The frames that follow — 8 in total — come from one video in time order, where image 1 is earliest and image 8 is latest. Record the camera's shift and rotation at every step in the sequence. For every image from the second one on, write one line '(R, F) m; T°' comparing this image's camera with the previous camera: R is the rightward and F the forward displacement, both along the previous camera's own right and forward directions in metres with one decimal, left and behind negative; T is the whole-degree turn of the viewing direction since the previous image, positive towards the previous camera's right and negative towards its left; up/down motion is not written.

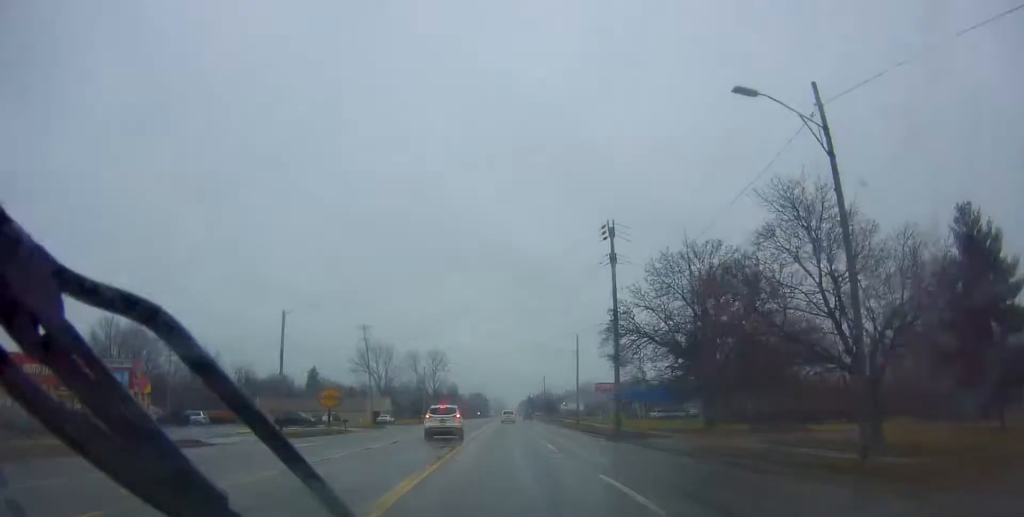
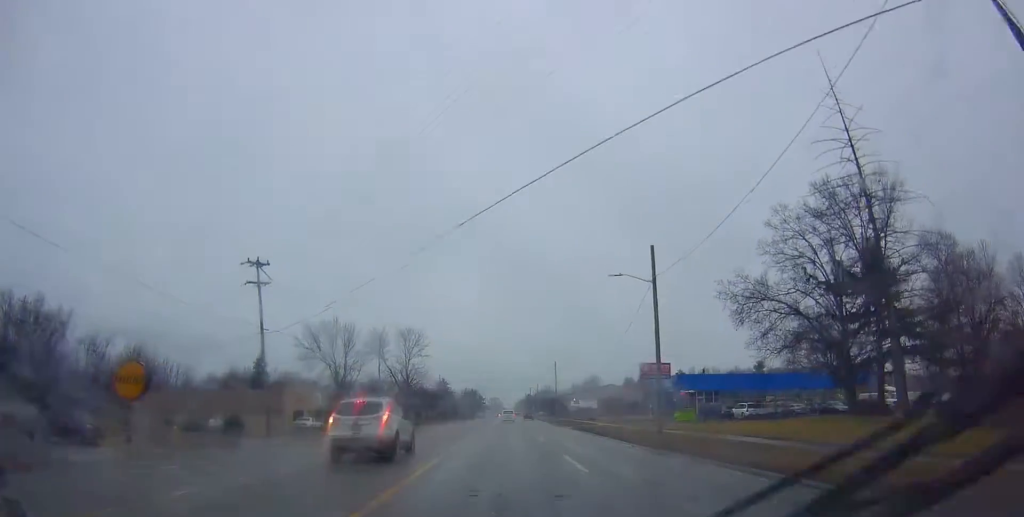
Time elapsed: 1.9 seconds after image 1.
(+0.9, +39.0) m; +3°
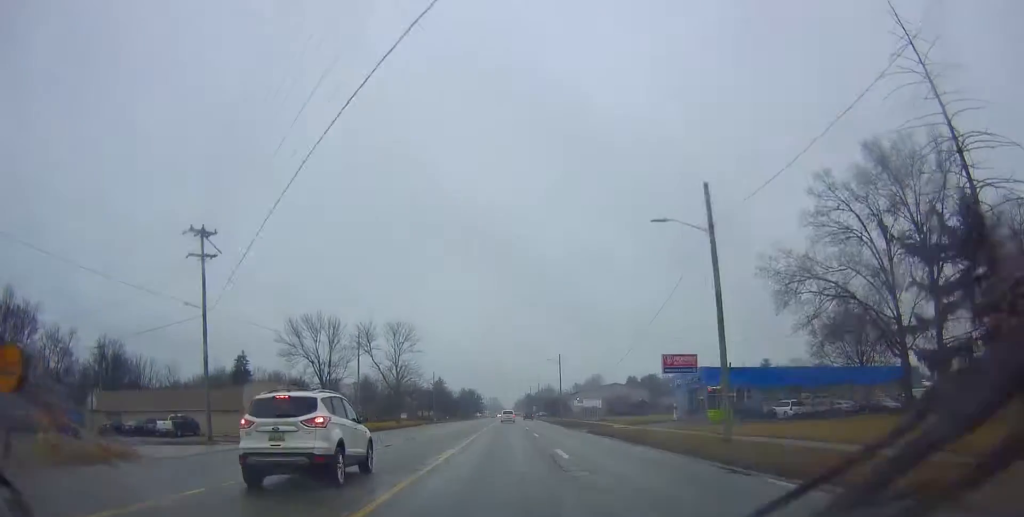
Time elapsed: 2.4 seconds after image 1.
(+0.1, +10.2) m; 0°
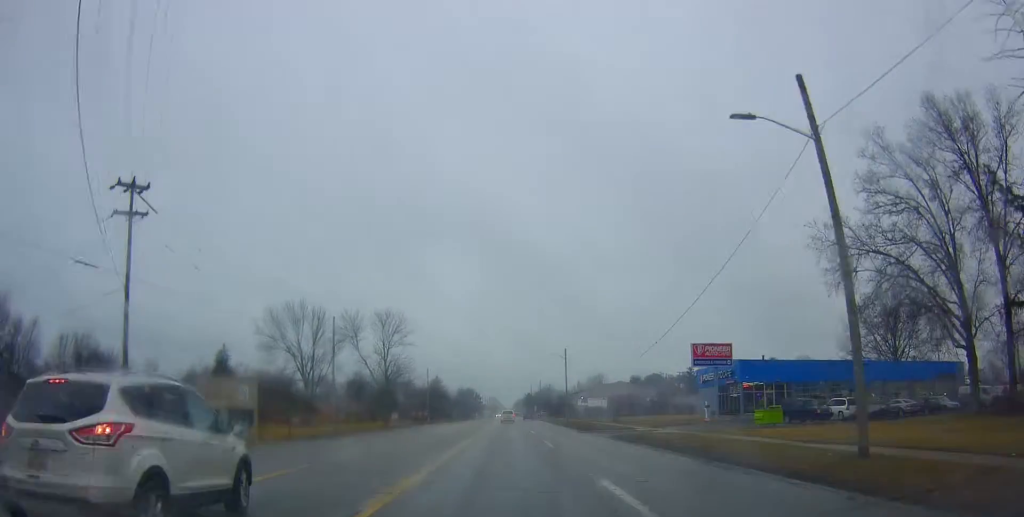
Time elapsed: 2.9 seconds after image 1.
(-0.1, +9.6) m; -1°
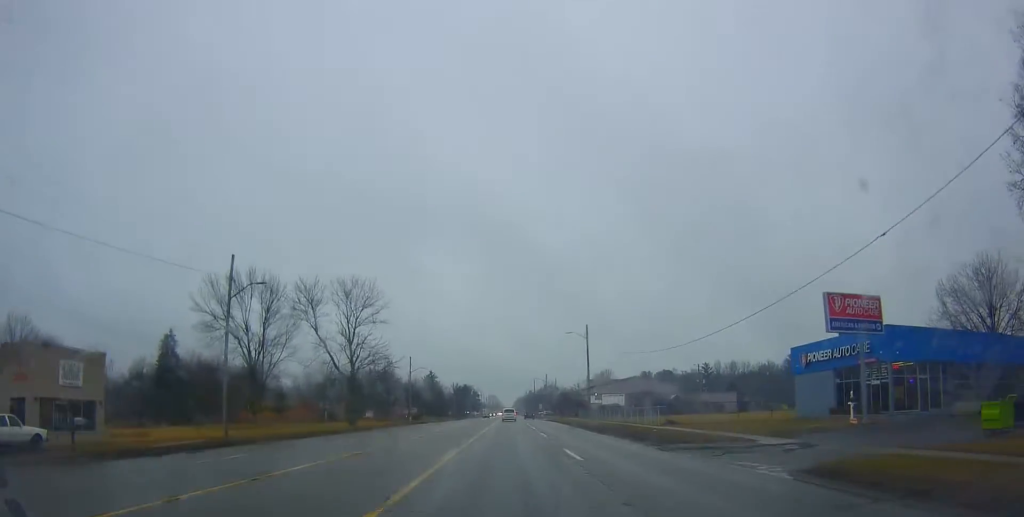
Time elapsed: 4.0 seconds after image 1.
(-0.5, +22.3) m; -2°
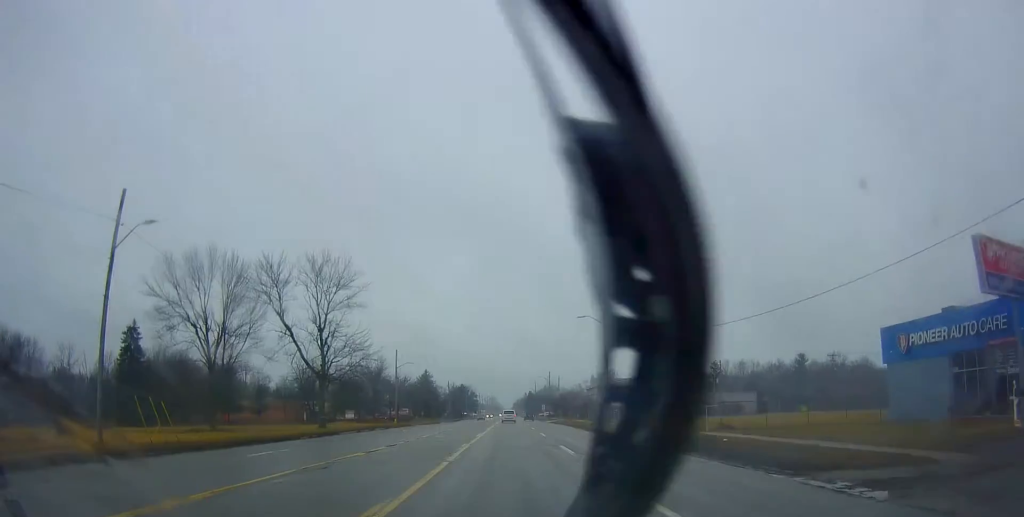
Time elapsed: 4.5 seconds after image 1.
(-0.1, +12.0) m; 0°
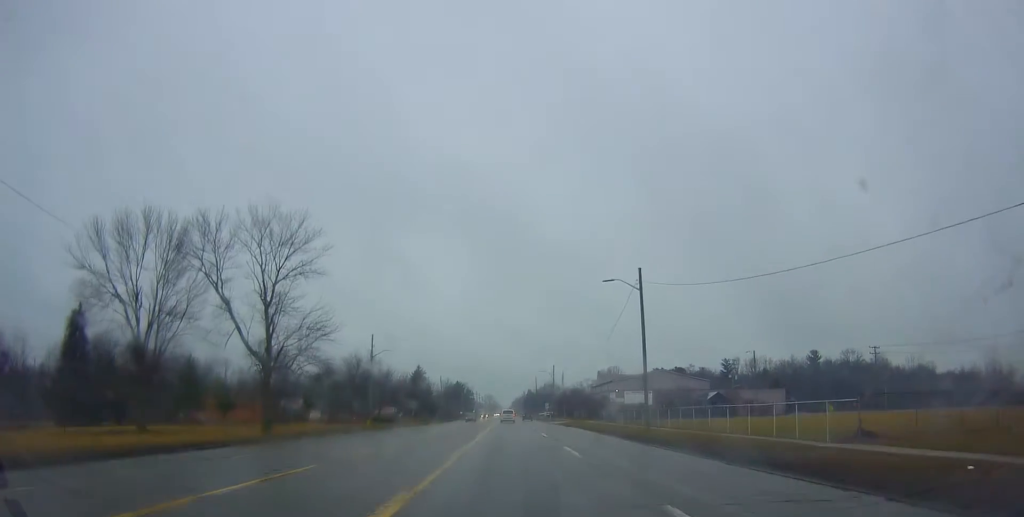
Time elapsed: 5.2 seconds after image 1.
(-0.2, +15.0) m; +2°
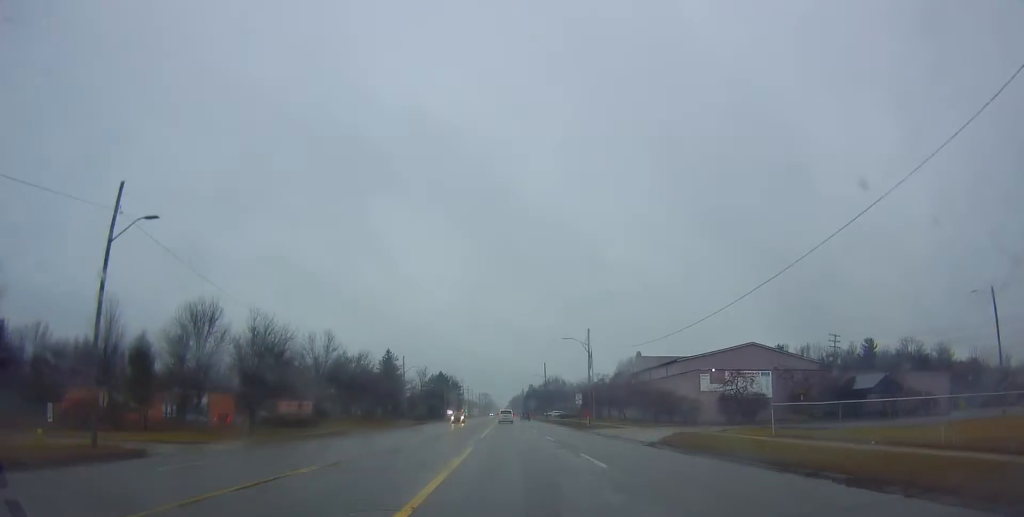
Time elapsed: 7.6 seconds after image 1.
(+1.1, +49.5) m; +1°
